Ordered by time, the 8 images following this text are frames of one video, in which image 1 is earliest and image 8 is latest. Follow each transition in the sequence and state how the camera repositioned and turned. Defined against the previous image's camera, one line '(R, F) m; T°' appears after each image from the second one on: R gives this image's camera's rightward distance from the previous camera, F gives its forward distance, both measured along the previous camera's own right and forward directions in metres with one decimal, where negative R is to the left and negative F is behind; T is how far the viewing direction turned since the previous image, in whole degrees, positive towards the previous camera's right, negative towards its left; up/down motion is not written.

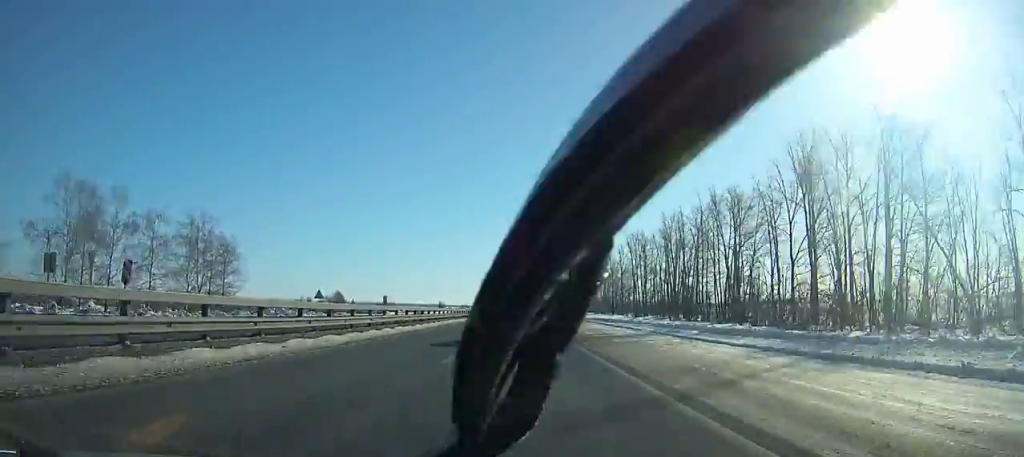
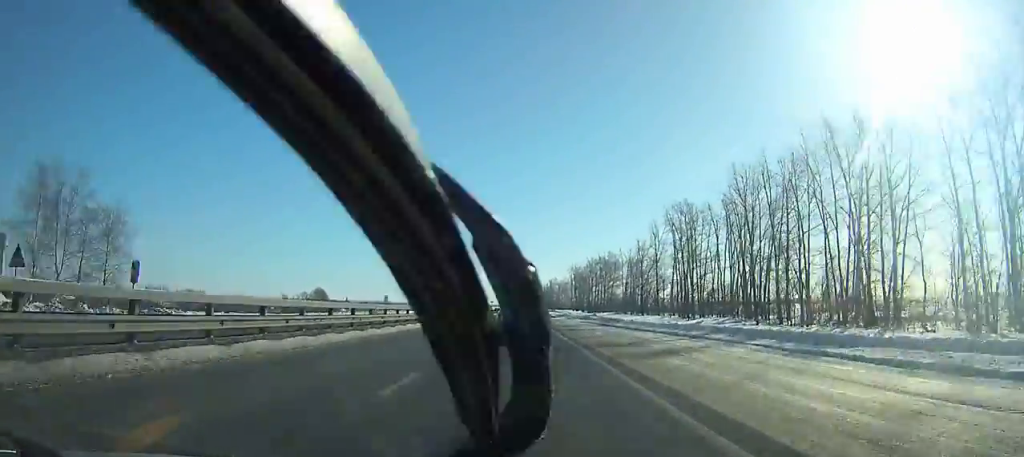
(+0.5, +42.1) m; 0°
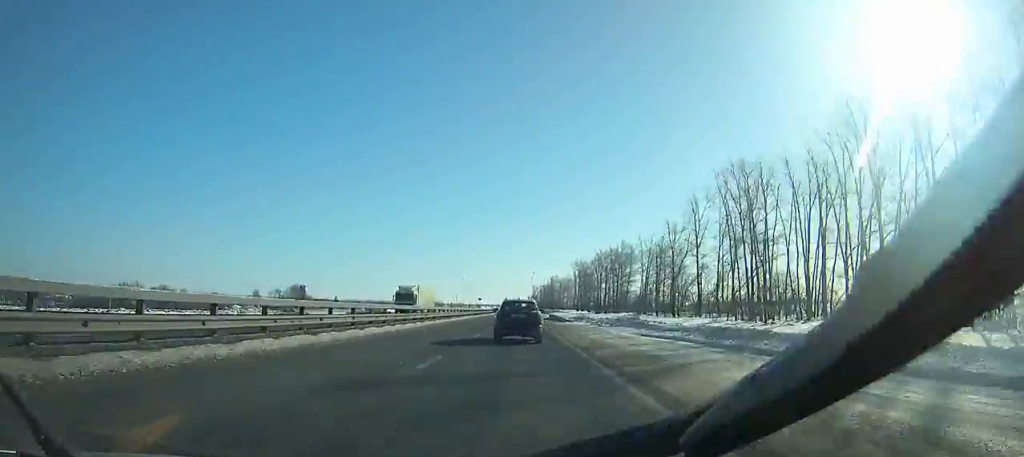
(-0.3, +31.8) m; 0°
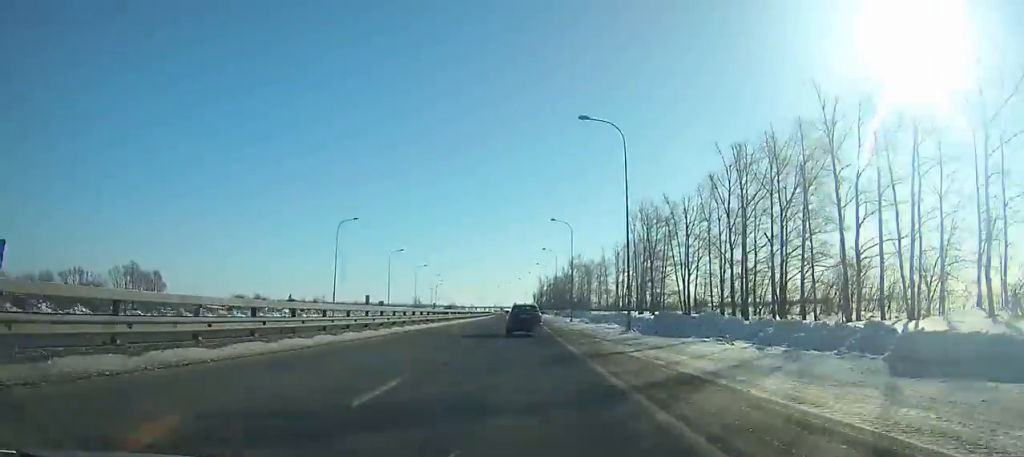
(-1.2, +139.0) m; -1°
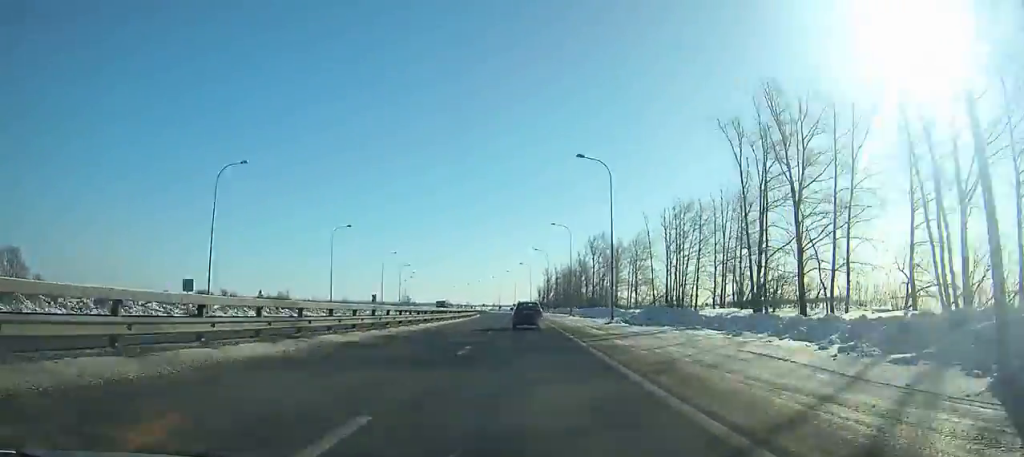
(-0.2, +64.2) m; -1°
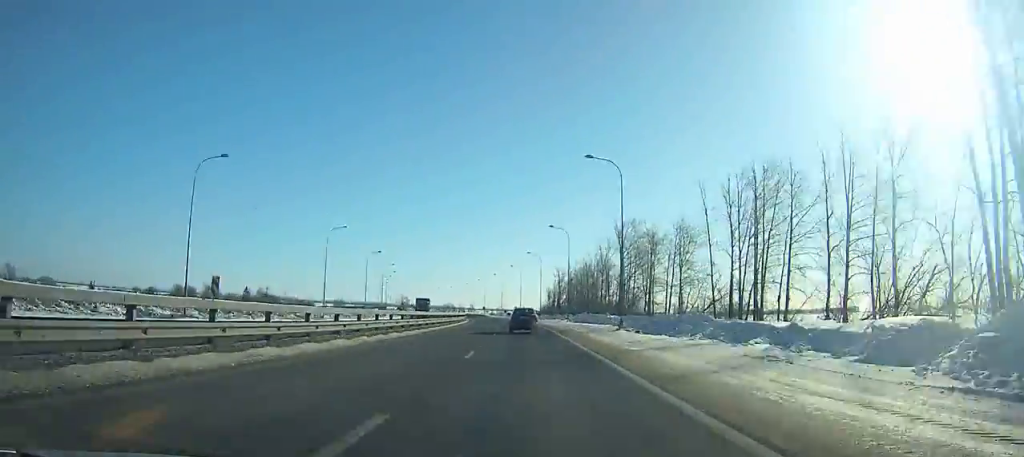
(+0.2, +35.7) m; -1°
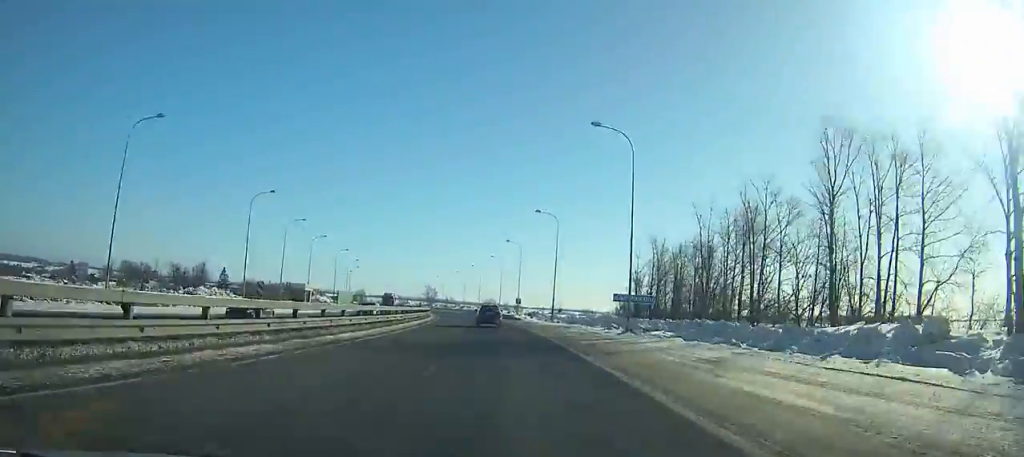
(-4.0, +102.1) m; -6°
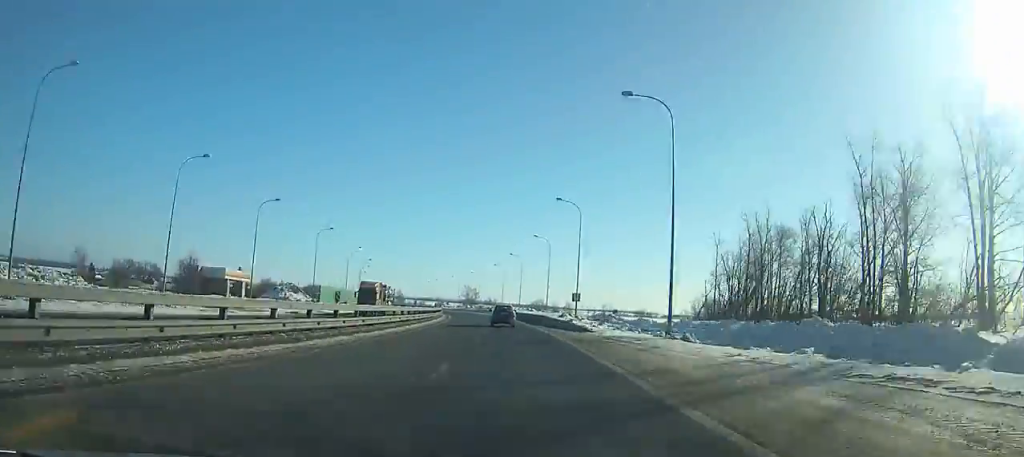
(-0.3, +34.6) m; -3°
